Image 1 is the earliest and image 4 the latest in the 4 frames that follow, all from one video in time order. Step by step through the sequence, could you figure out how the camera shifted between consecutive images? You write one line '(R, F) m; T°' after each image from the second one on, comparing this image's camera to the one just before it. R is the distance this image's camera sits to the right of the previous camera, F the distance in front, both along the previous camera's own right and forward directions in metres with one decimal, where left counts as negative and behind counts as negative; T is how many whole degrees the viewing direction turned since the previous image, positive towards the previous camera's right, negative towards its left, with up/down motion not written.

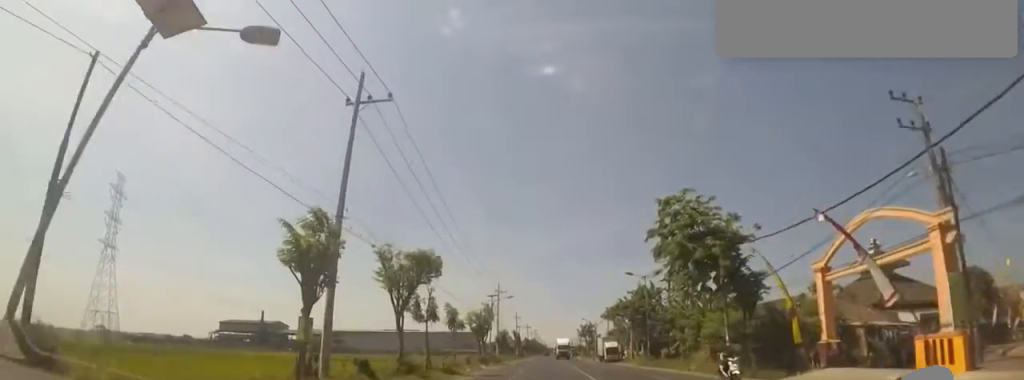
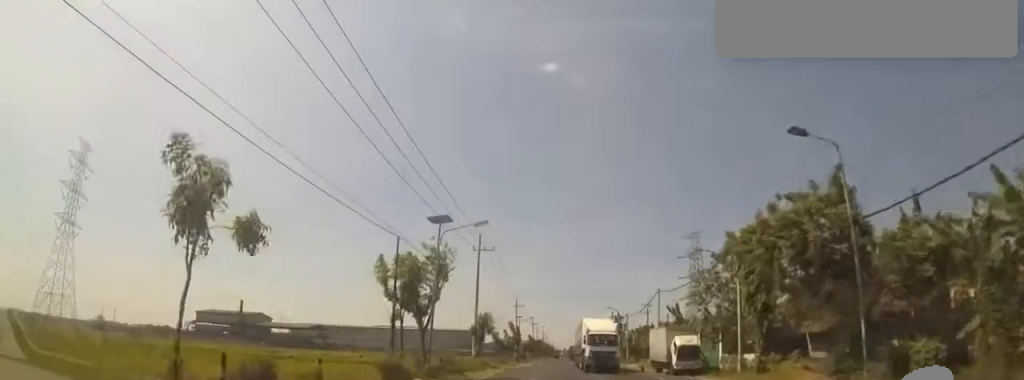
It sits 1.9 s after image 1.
(0.0, +28.7) m; -2°
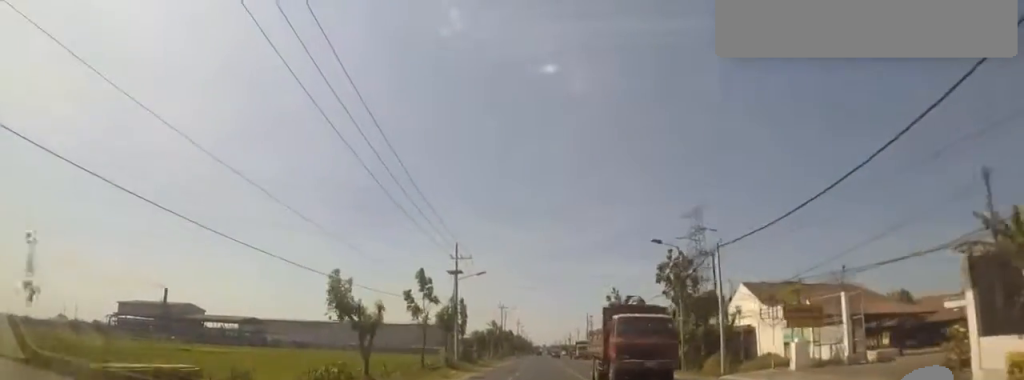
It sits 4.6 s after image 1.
(+2.2, +41.5) m; +5°
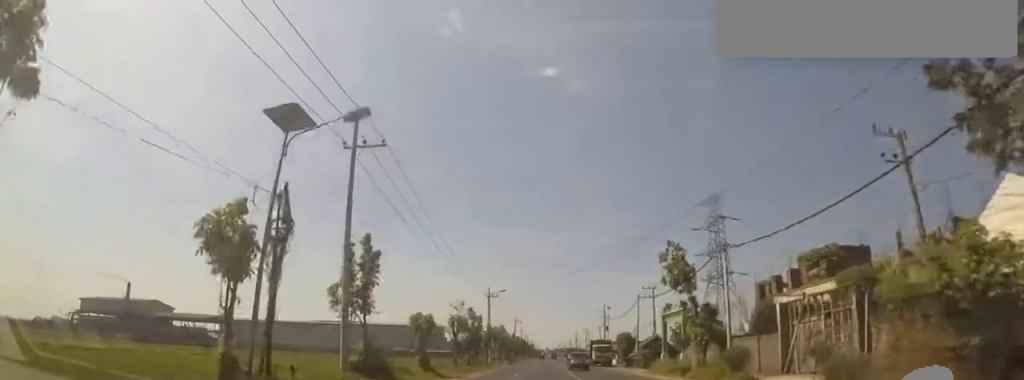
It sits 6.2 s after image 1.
(-0.1, +25.6) m; -2°
